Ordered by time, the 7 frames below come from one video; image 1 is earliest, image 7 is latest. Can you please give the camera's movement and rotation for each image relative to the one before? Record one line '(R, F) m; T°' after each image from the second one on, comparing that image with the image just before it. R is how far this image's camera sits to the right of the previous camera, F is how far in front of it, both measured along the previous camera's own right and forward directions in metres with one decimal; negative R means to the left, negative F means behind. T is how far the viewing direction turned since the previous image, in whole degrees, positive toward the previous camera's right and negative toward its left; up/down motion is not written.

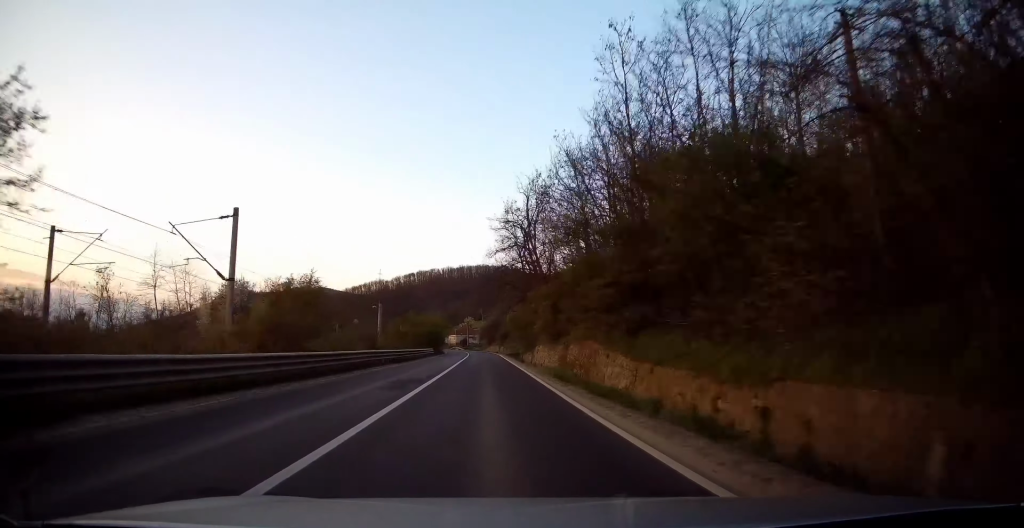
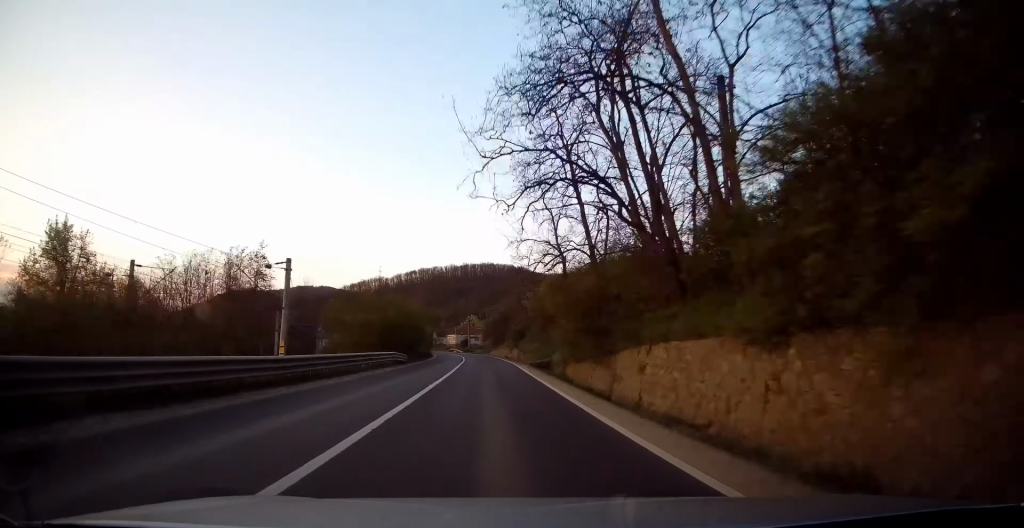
(0.0, +28.6) m; 0°
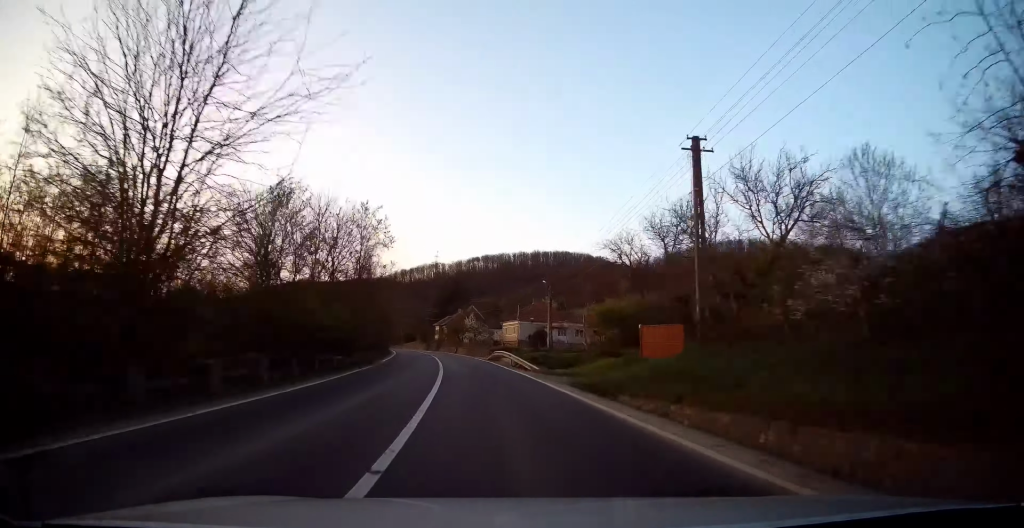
(-3.5, +86.7) m; -6°
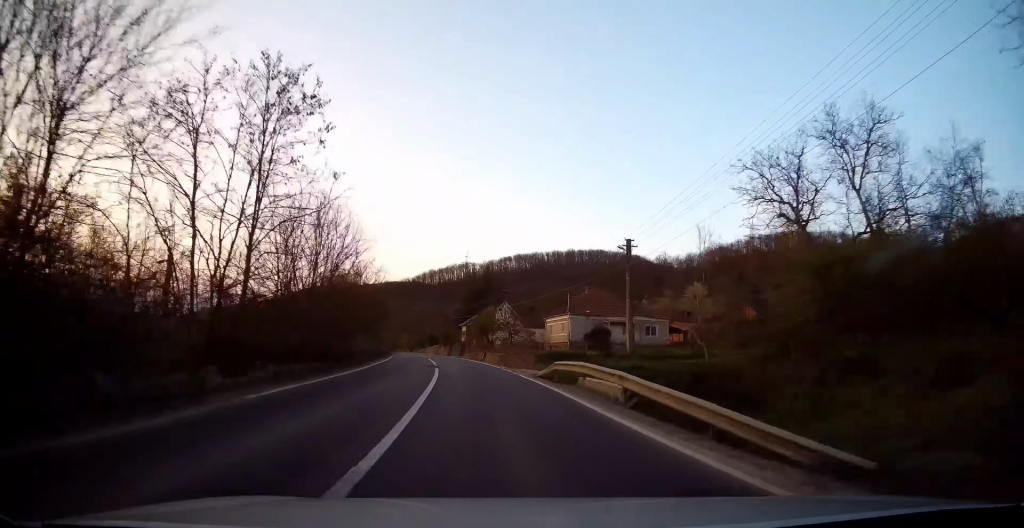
(-0.6, +22.1) m; -3°
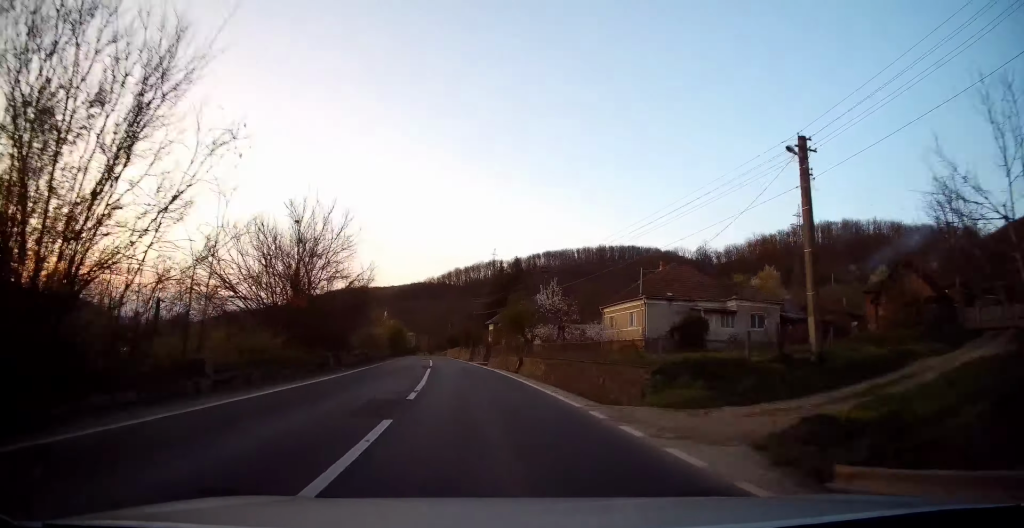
(-0.2, +19.5) m; -2°
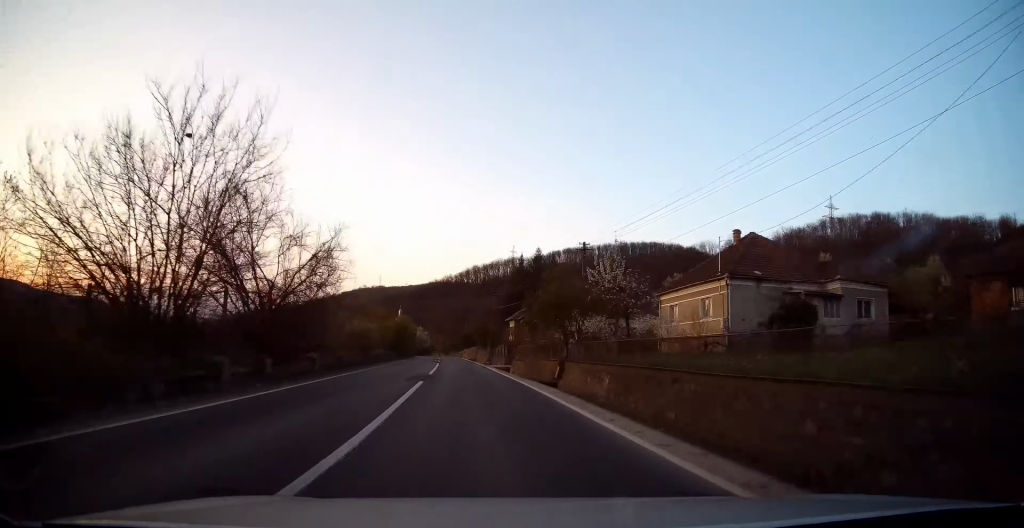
(-0.3, +11.3) m; -2°
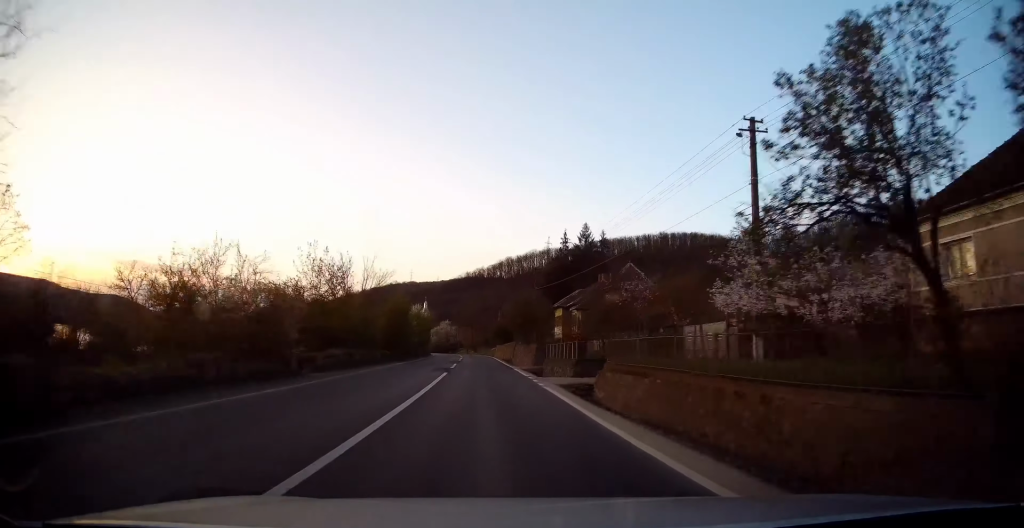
(-0.8, +21.8) m; -4°
